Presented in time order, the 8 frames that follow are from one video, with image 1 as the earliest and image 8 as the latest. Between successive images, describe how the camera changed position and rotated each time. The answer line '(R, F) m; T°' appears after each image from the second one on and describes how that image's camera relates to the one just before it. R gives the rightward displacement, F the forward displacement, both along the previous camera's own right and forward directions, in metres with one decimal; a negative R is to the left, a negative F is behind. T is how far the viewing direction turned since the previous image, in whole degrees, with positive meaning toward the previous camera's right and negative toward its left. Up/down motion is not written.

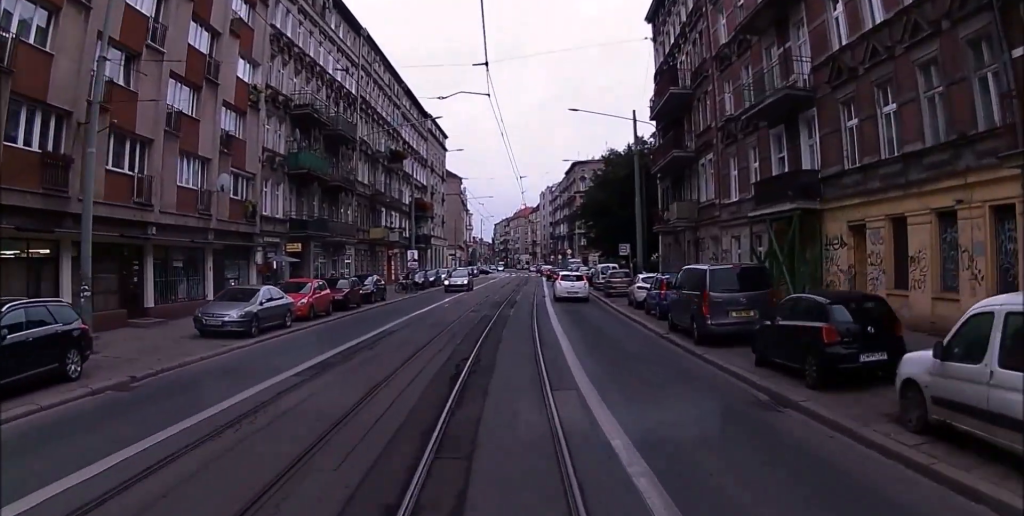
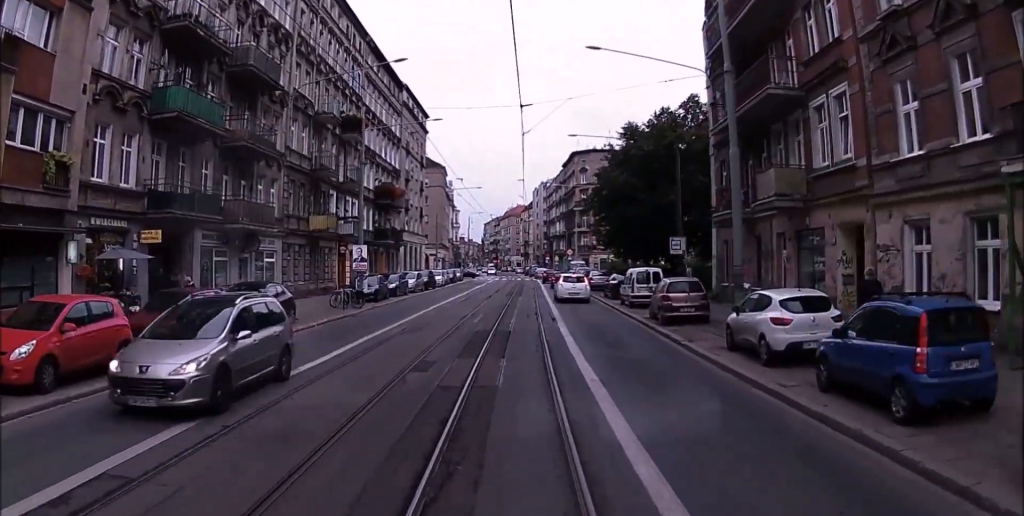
(+0.8, +14.8) m; +3°
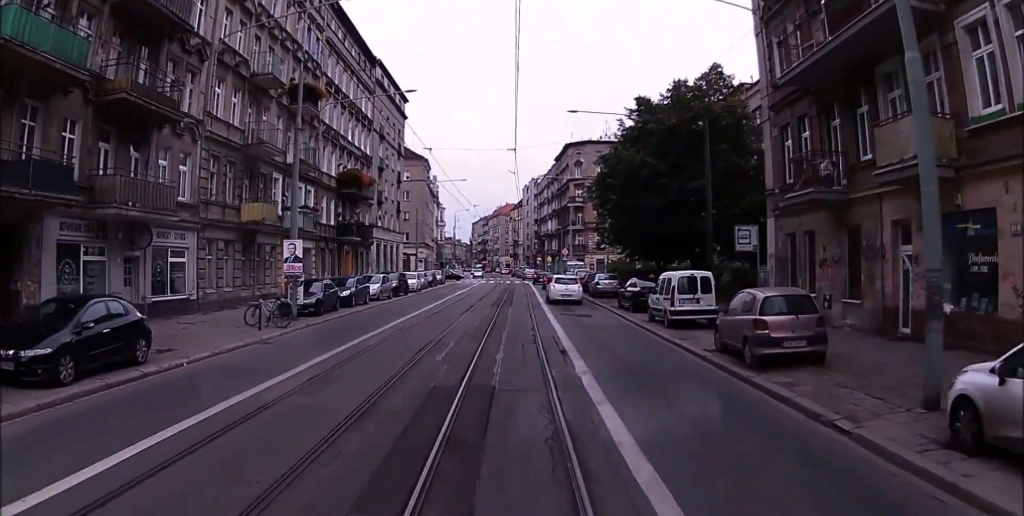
(0.0, +9.1) m; 0°
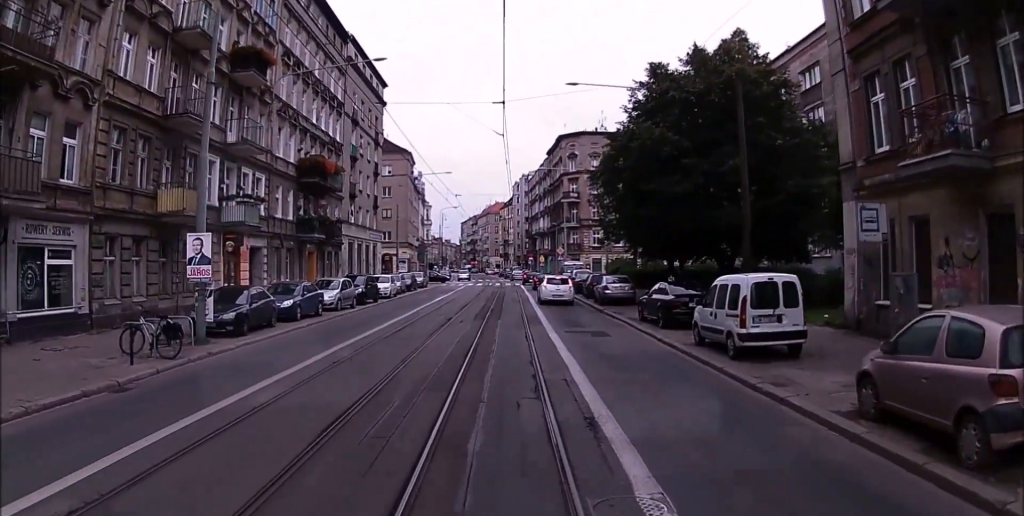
(0.0, +7.1) m; 0°
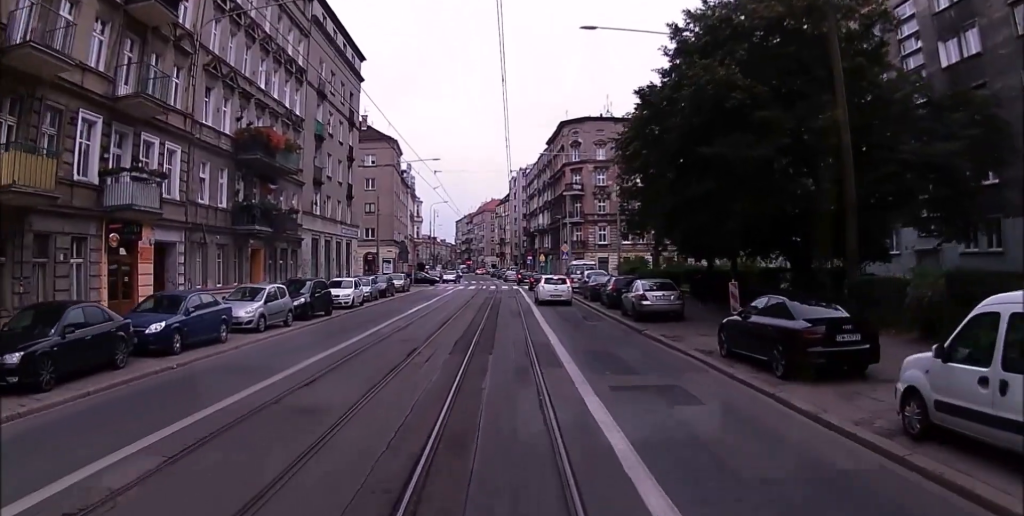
(0.0, +9.4) m; 0°
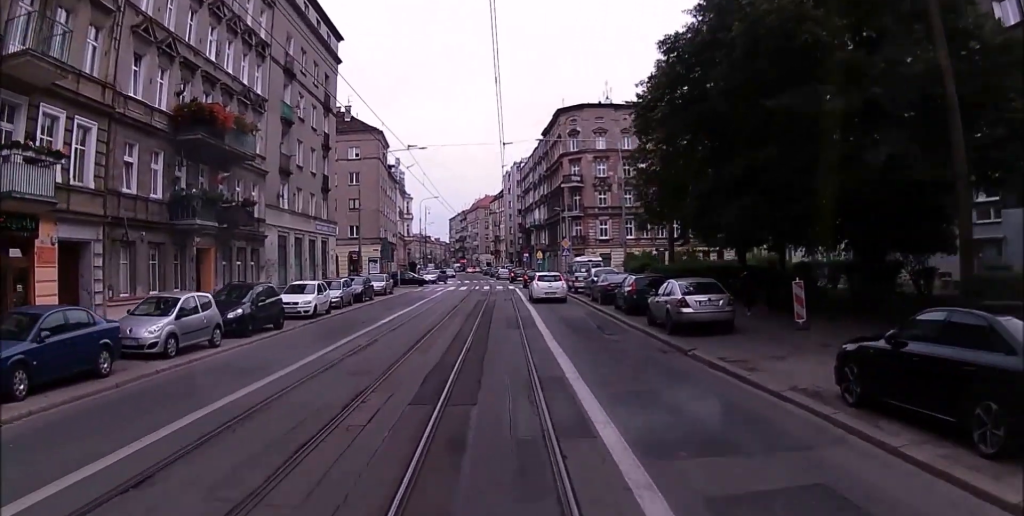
(+0.1, +5.6) m; 0°
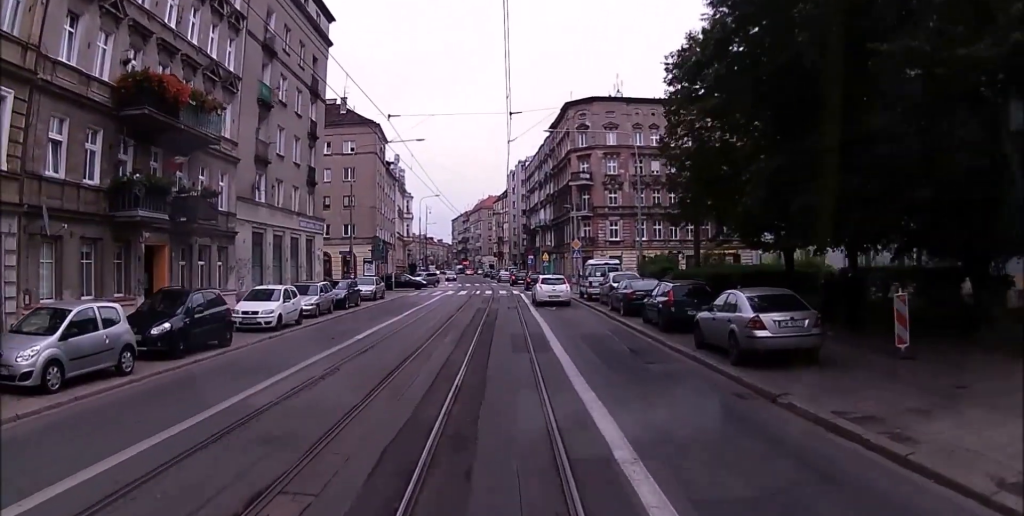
(-0.1, +4.6) m; -1°
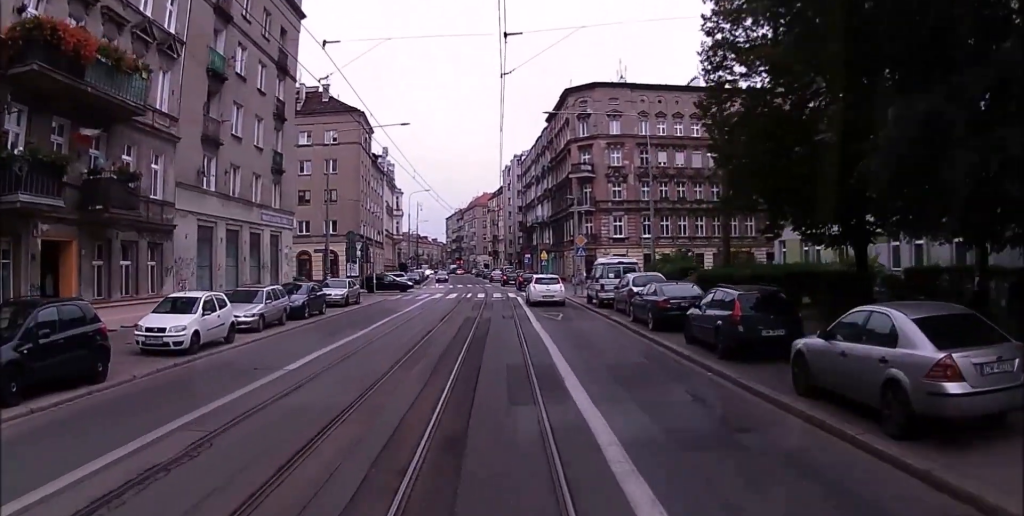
(-0.1, +5.7) m; -1°
